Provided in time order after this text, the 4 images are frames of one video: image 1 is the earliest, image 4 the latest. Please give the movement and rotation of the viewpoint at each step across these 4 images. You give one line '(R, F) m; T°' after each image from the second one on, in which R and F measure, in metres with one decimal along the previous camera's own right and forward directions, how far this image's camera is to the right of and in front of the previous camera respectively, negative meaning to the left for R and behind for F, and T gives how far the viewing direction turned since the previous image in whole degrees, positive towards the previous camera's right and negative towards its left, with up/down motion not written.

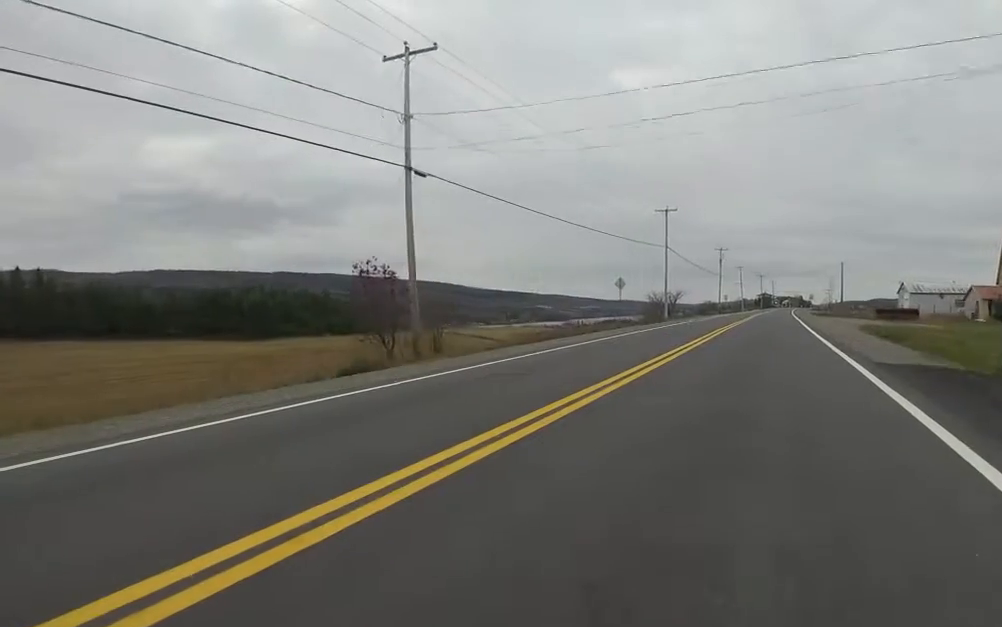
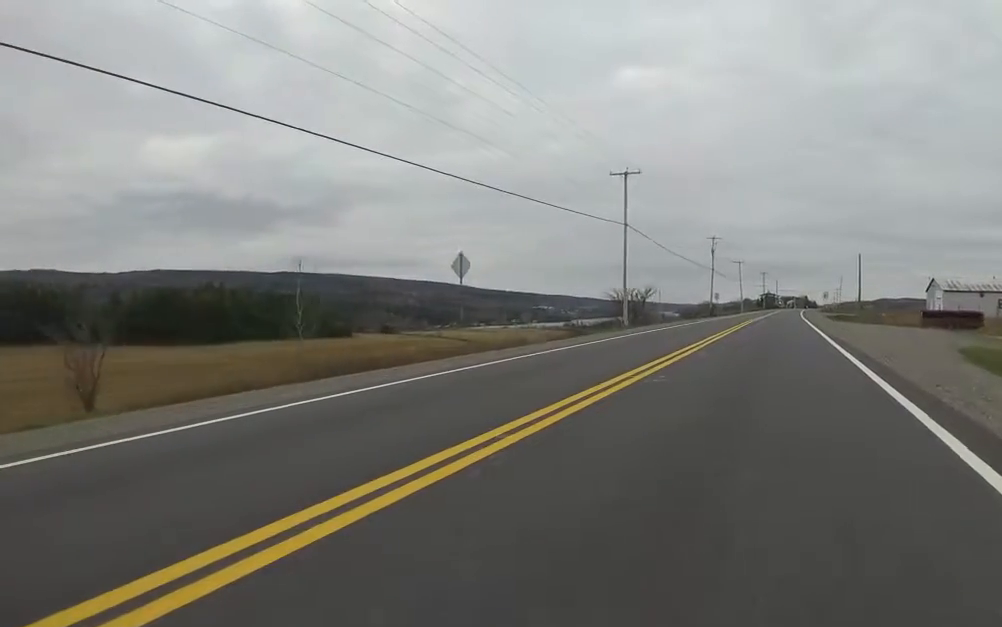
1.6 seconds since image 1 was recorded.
(-1.2, +17.3) m; 0°
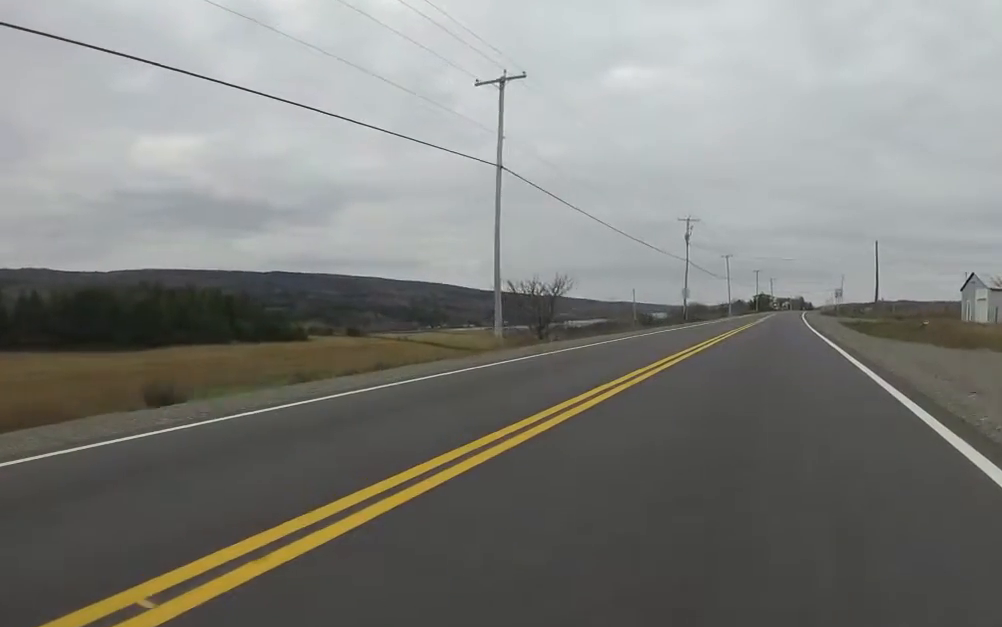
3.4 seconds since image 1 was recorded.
(+0.2, +19.5) m; -1°
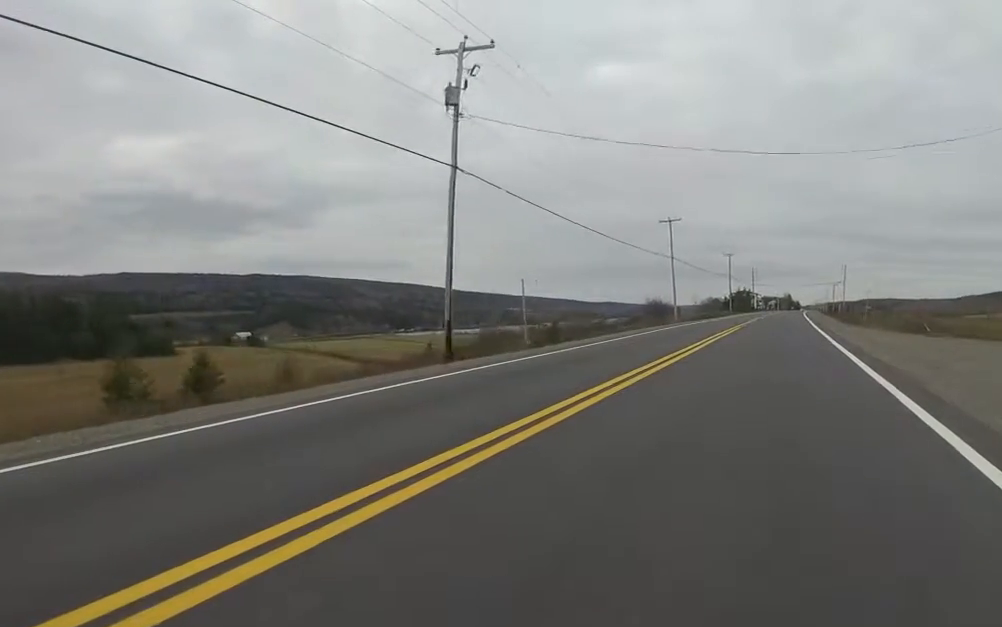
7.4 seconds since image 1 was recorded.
(+2.0, +46.2) m; +3°
